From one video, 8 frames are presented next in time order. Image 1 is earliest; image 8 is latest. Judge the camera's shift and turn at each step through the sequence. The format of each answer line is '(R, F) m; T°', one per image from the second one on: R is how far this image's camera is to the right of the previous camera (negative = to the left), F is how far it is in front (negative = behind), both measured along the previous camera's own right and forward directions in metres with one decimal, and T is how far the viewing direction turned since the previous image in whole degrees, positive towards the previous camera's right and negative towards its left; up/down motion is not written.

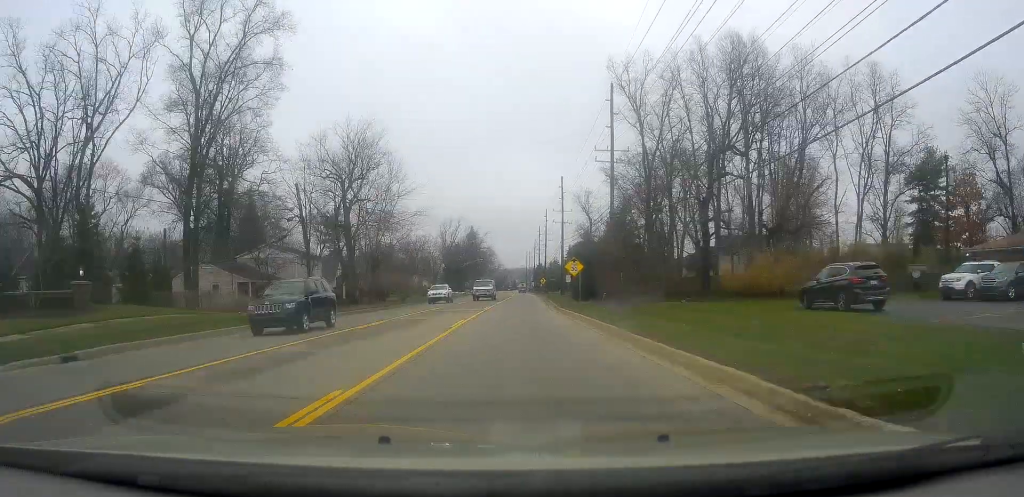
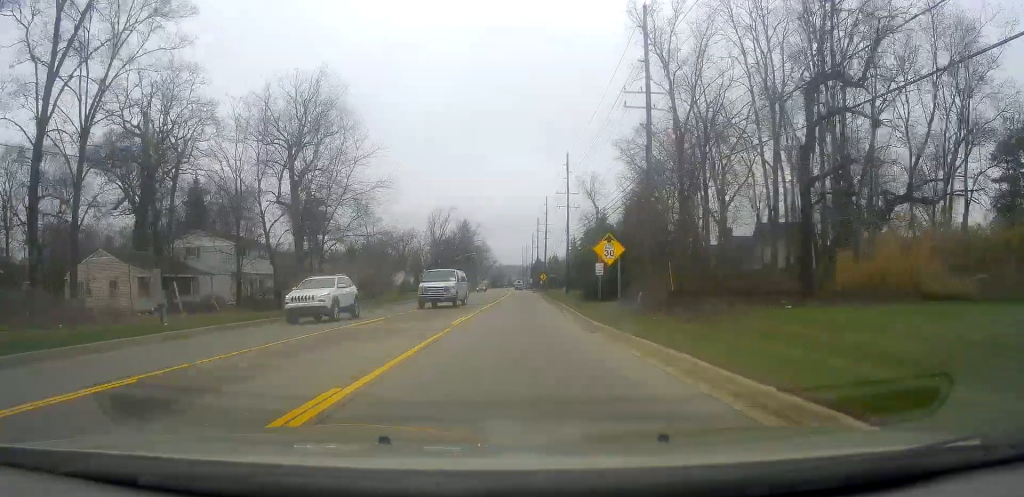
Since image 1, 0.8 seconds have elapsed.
(-0.6, +15.4) m; 0°
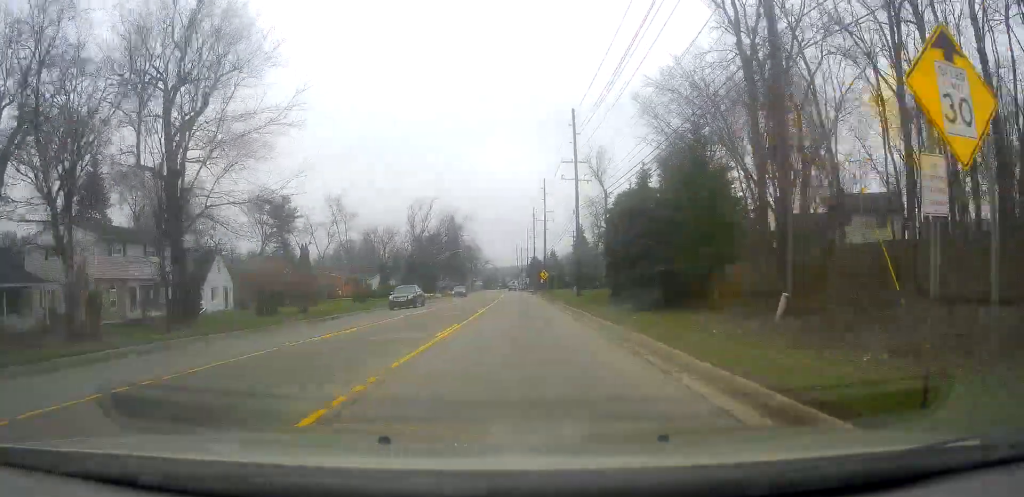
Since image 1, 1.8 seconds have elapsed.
(+0.8, +19.2) m; +2°
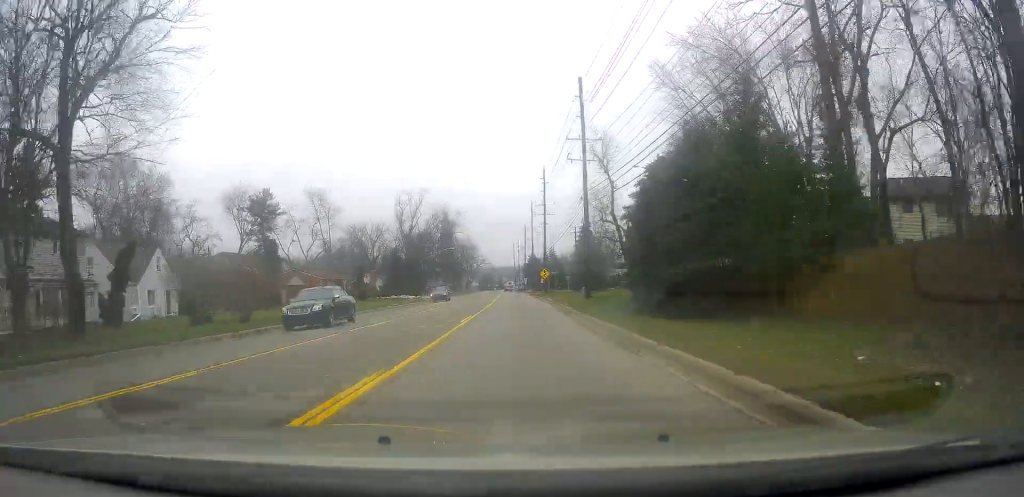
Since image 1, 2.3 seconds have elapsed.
(0.0, +9.6) m; -1°
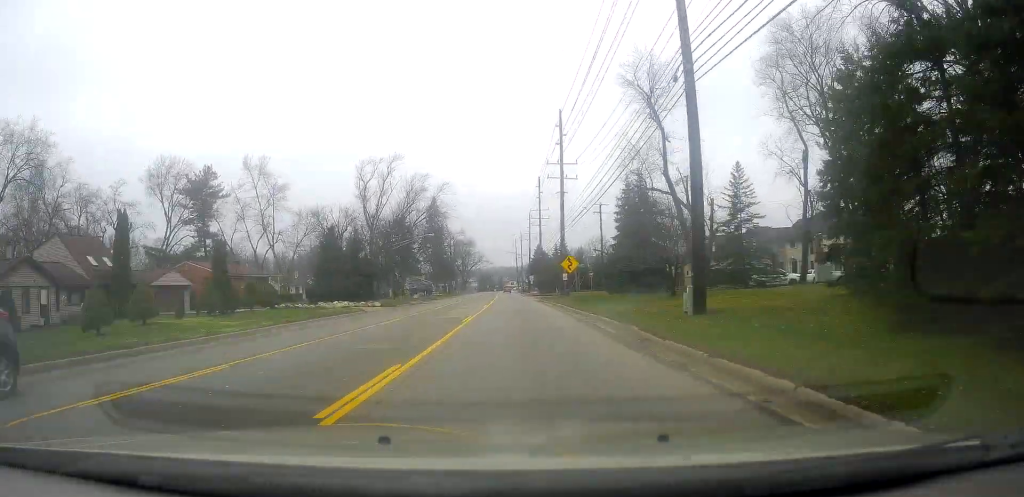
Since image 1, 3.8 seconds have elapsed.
(-1.0, +29.6) m; -1°
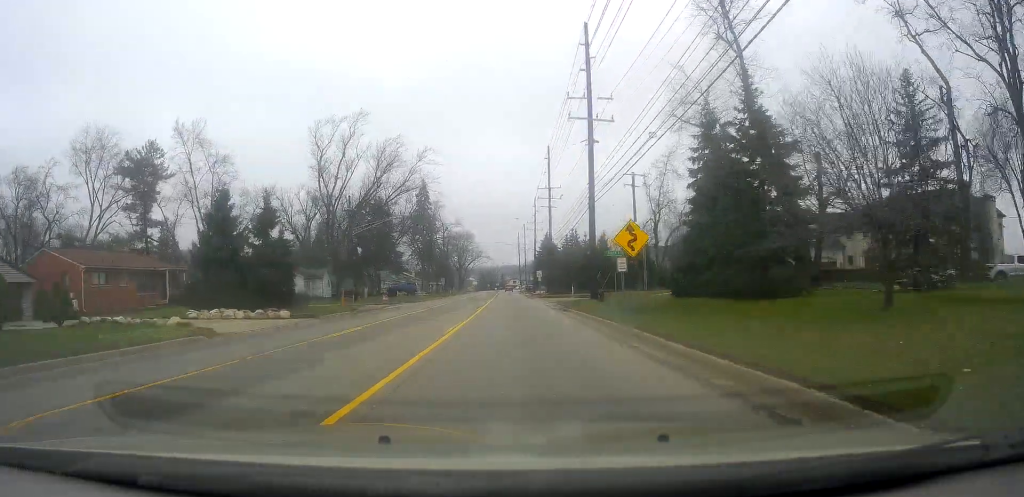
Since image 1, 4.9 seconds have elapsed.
(+0.8, +20.5) m; +2°
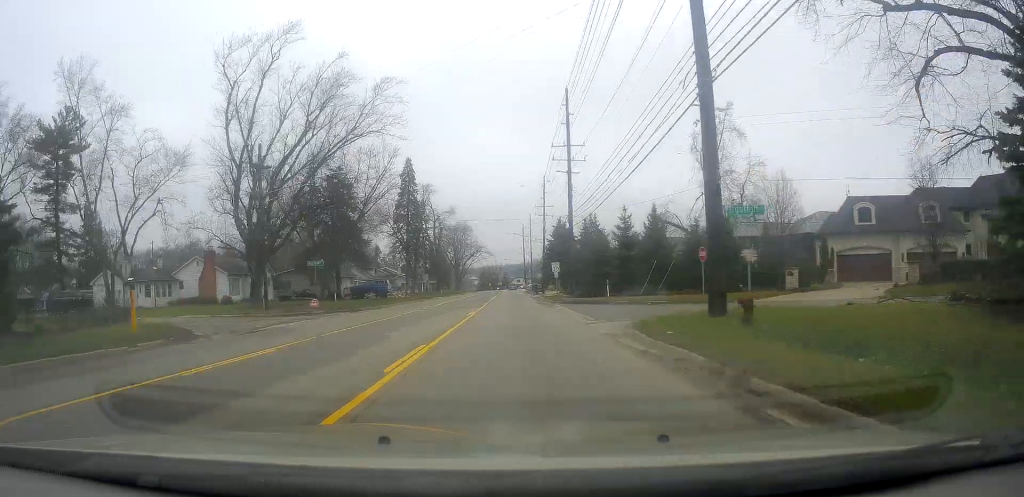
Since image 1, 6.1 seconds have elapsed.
(0.0, +22.3) m; 0°
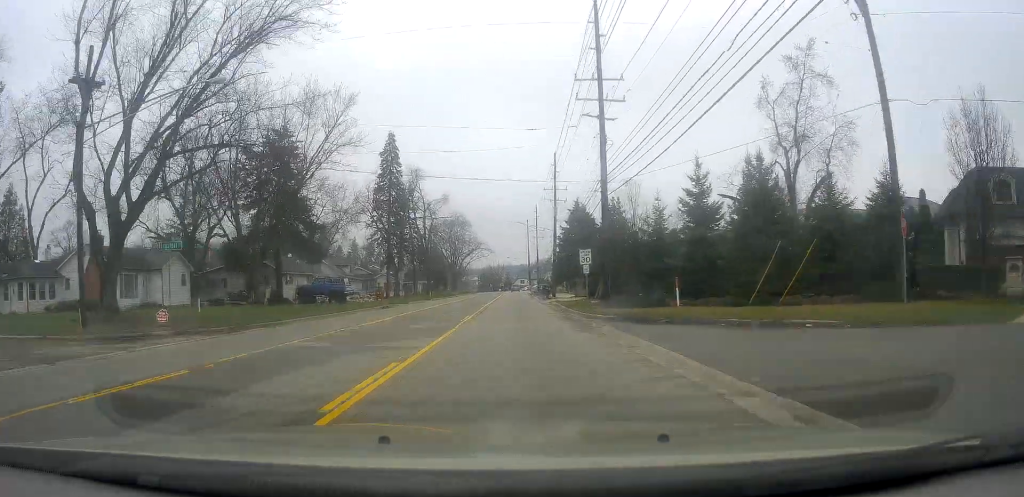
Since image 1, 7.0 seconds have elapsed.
(-0.1, +18.1) m; -1°
